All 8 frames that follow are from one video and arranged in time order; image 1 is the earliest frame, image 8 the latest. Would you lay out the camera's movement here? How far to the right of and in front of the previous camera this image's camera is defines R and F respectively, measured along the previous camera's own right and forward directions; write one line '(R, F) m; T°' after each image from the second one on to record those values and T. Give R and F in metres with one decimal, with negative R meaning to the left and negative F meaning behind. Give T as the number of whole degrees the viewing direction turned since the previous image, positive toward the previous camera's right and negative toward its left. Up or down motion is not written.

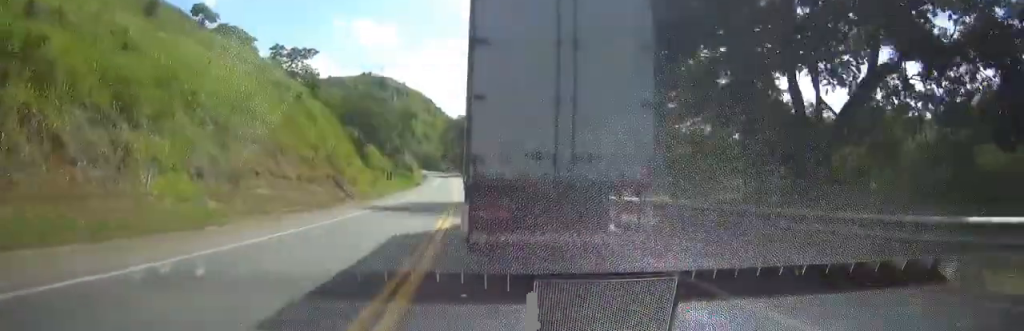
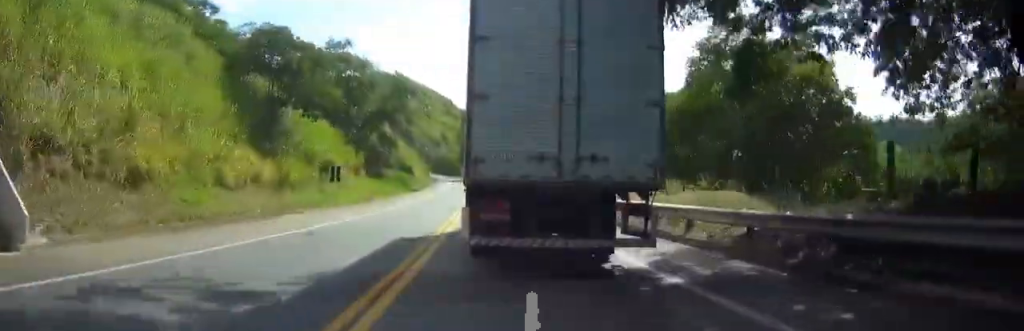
(-0.9, +38.0) m; -4°
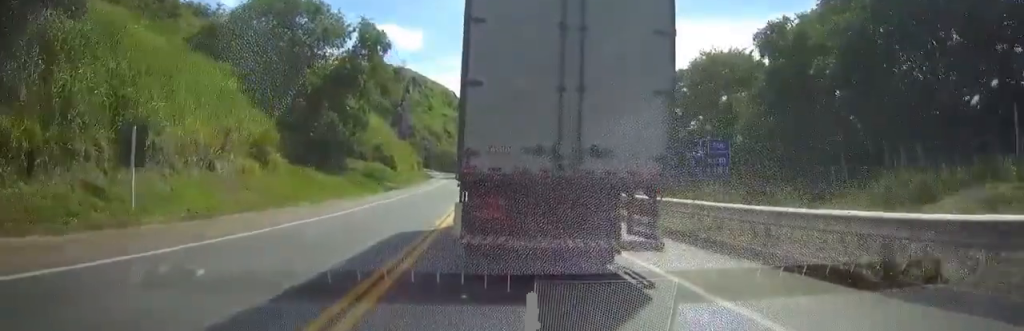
(-0.6, +24.2) m; -1°
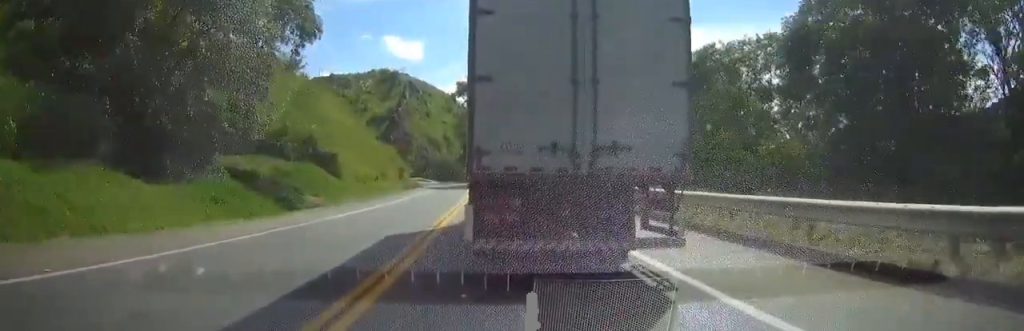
(0.0, +28.4) m; 0°
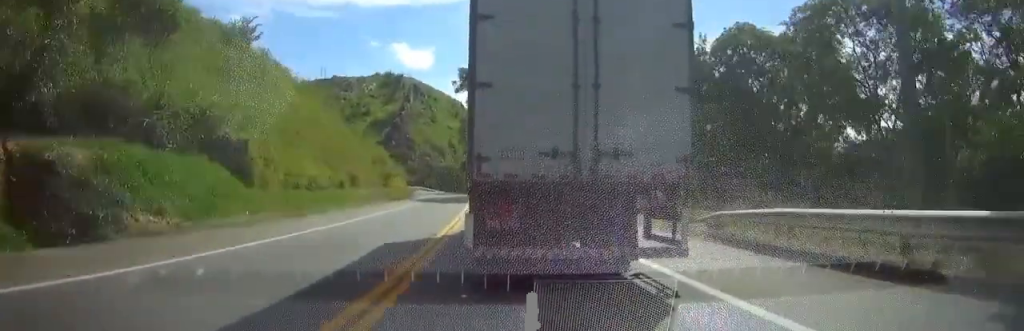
(0.0, +18.0) m; 0°
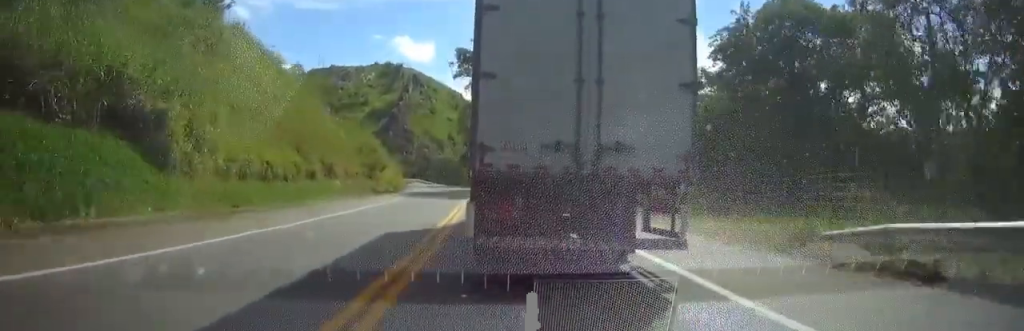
(0.0, +7.5) m; 0°
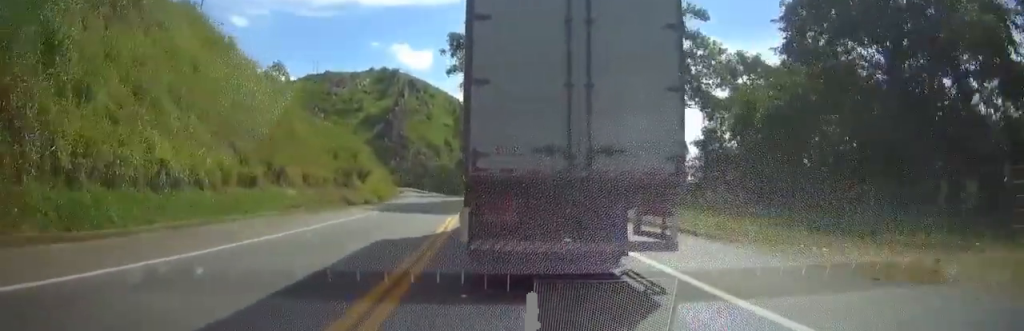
(0.0, +10.3) m; 0°
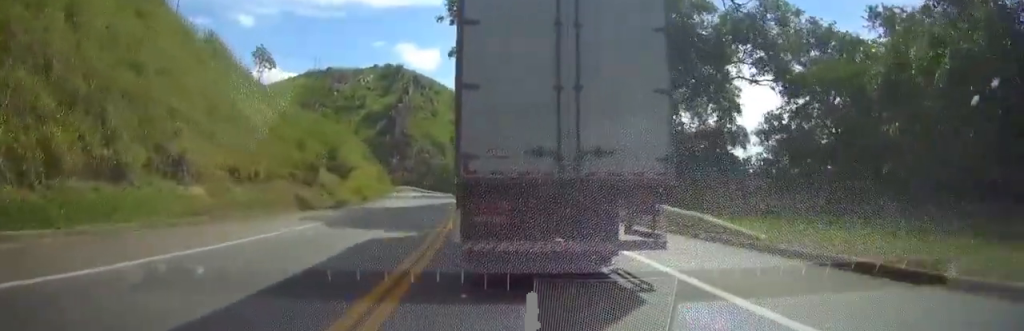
(0.0, +12.0) m; 0°
